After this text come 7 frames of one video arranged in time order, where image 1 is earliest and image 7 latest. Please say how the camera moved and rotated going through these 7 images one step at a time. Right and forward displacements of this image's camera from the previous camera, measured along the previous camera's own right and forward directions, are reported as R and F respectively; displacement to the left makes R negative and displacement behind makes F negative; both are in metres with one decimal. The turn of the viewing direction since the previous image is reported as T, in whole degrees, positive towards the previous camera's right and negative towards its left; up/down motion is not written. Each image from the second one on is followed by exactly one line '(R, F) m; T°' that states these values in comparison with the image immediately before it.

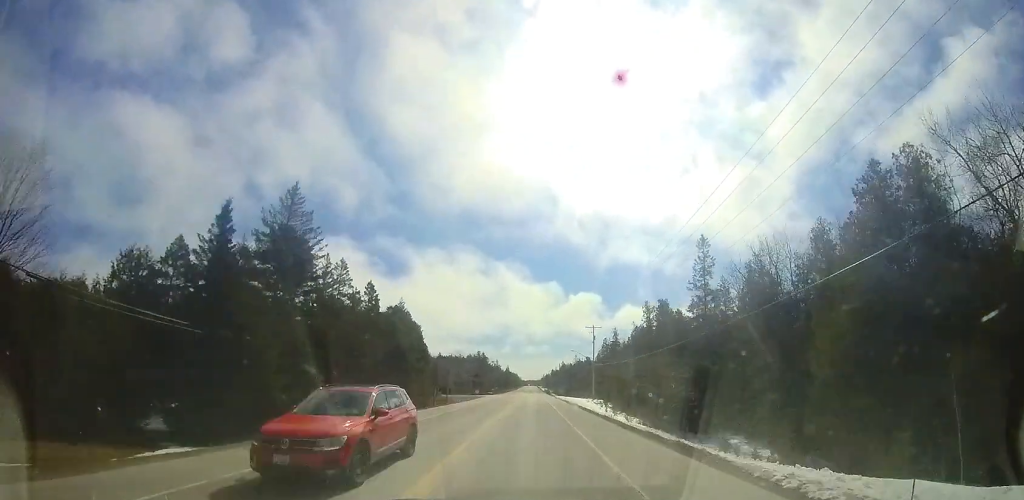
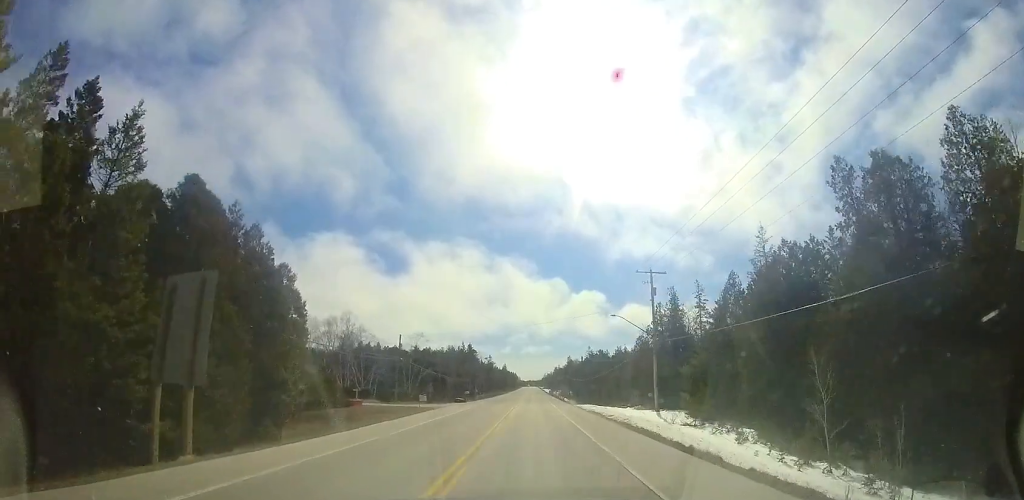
(0.0, +34.3) m; 0°
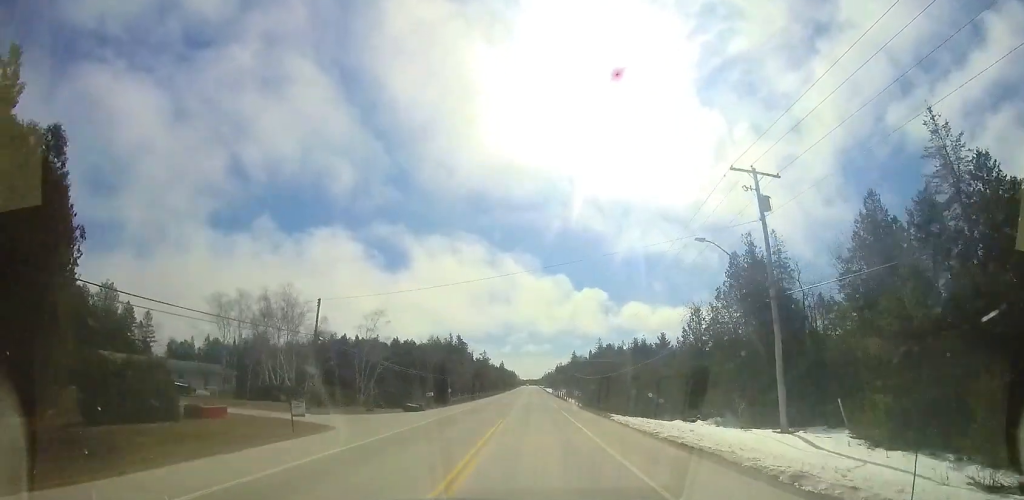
(0.0, +18.1) m; +1°
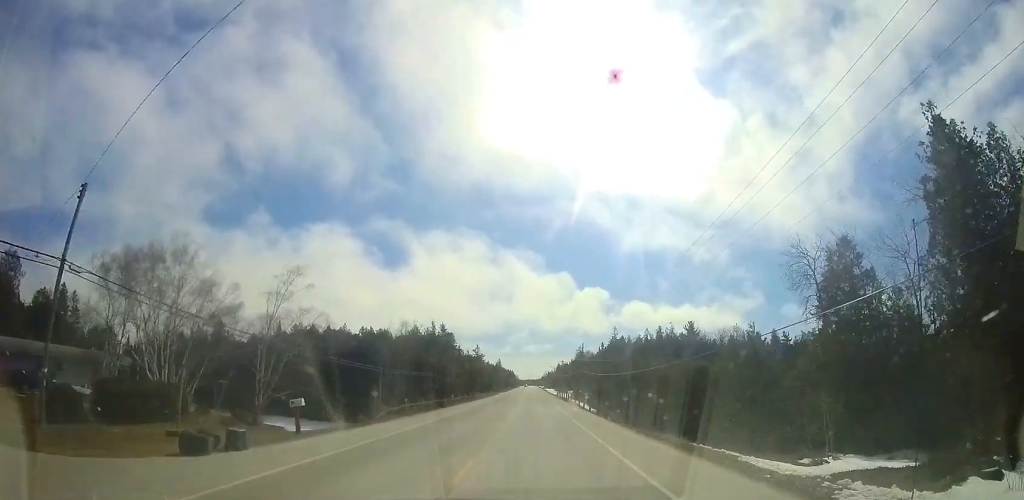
(+0.3, +18.3) m; 0°
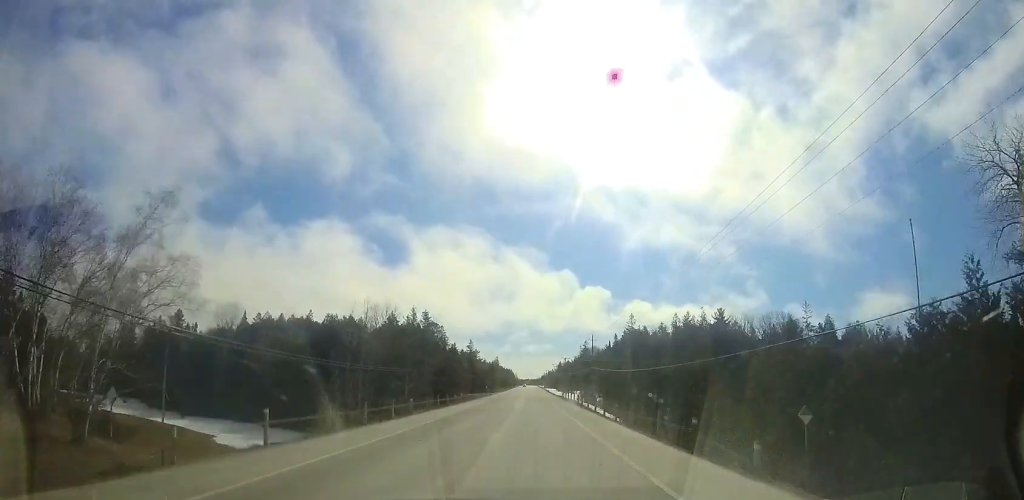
(-0.2, +13.7) m; -2°
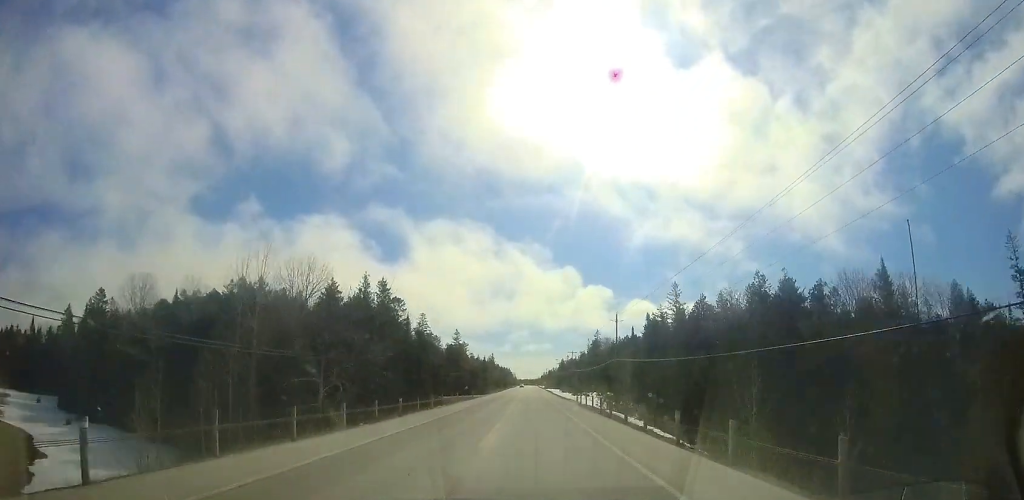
(-0.2, +20.6) m; +2°
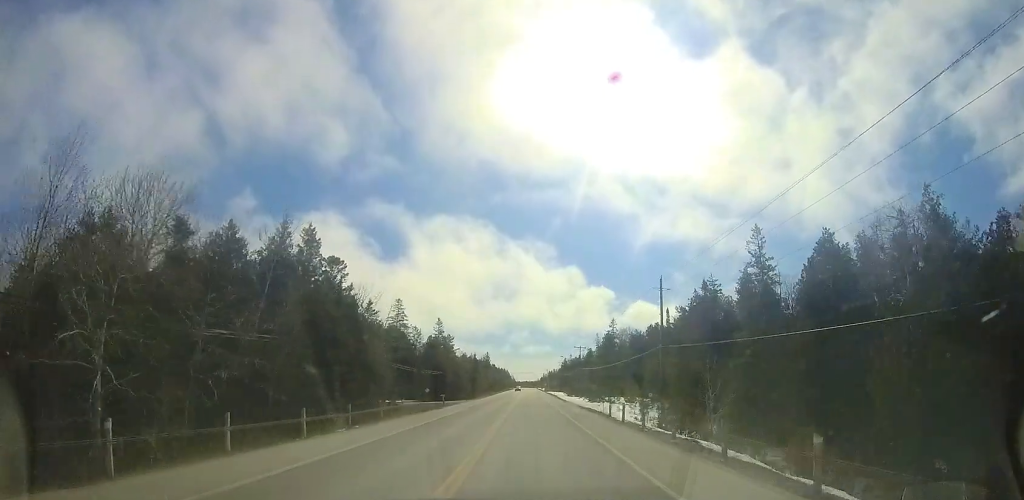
(+0.8, +17.8) m; +1°
